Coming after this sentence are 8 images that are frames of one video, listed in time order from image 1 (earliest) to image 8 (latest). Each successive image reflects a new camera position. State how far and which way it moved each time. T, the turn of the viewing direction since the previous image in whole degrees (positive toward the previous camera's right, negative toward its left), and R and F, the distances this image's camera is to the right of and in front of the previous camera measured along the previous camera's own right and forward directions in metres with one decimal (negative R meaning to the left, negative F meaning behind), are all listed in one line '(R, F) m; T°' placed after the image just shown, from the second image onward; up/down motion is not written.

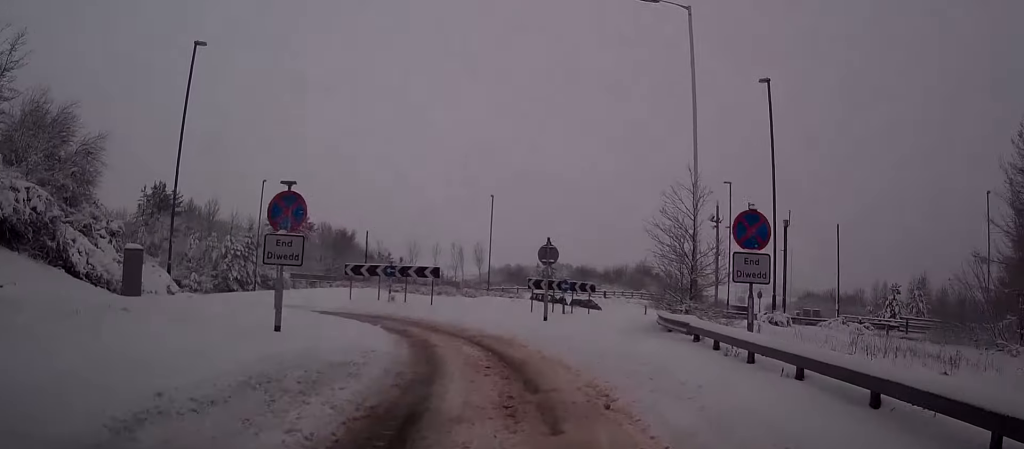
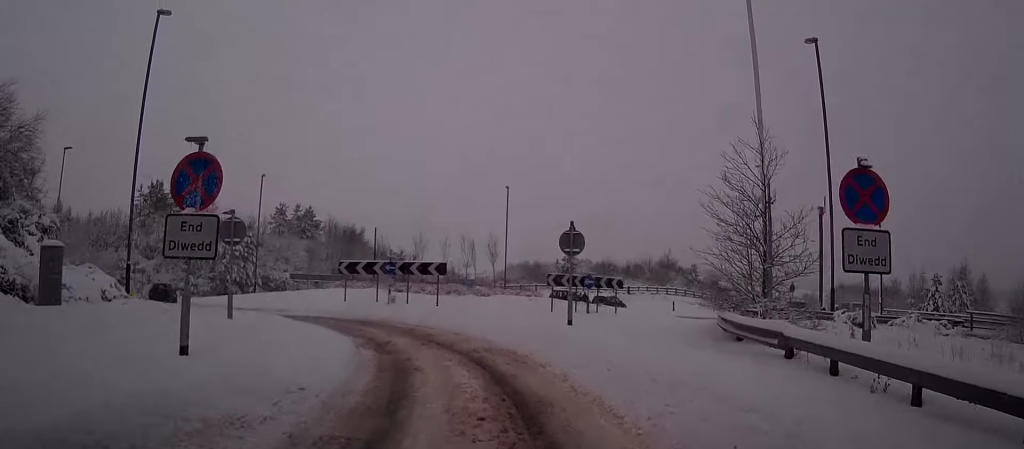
(0.0, +5.1) m; -1°
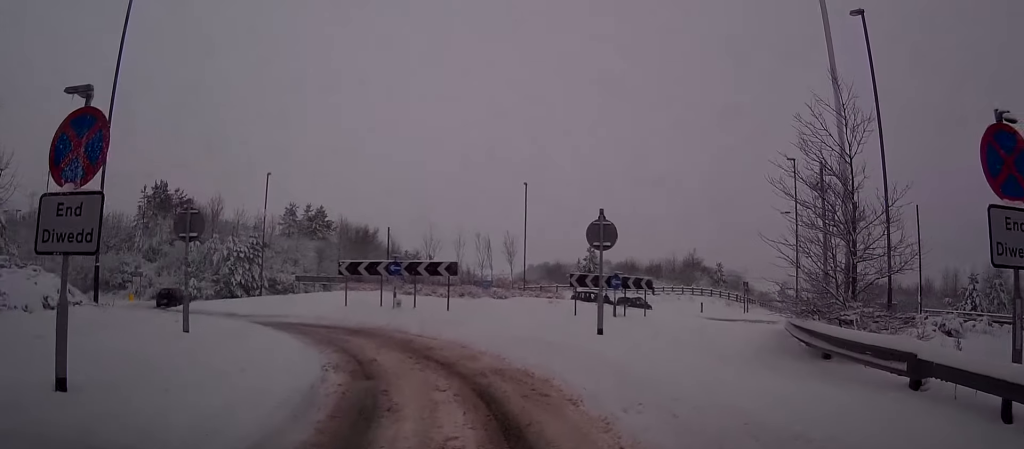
(-0.1, +3.4) m; -3°
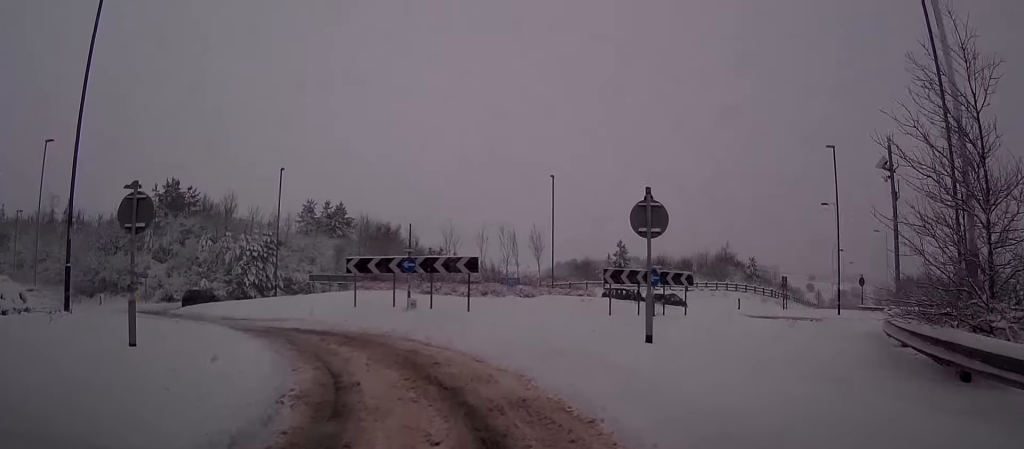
(0.0, +3.3) m; -3°
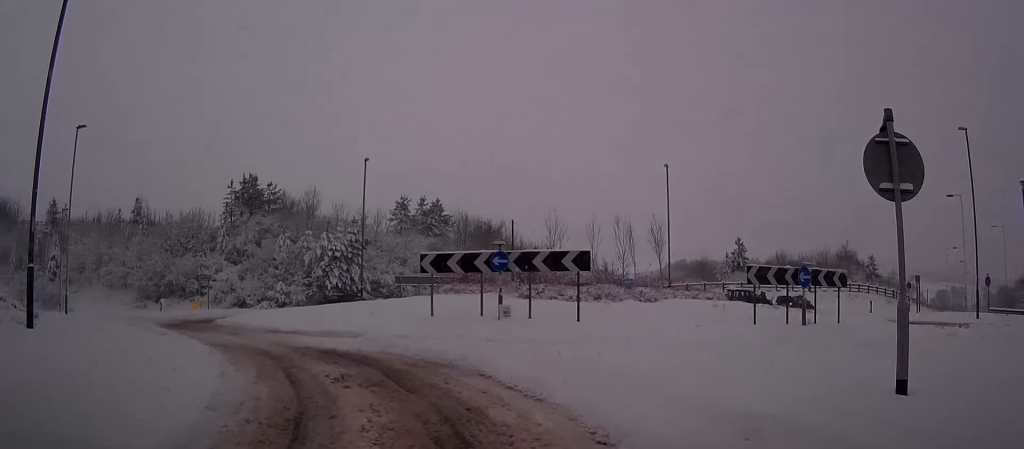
(-0.6, +6.5) m; -11°
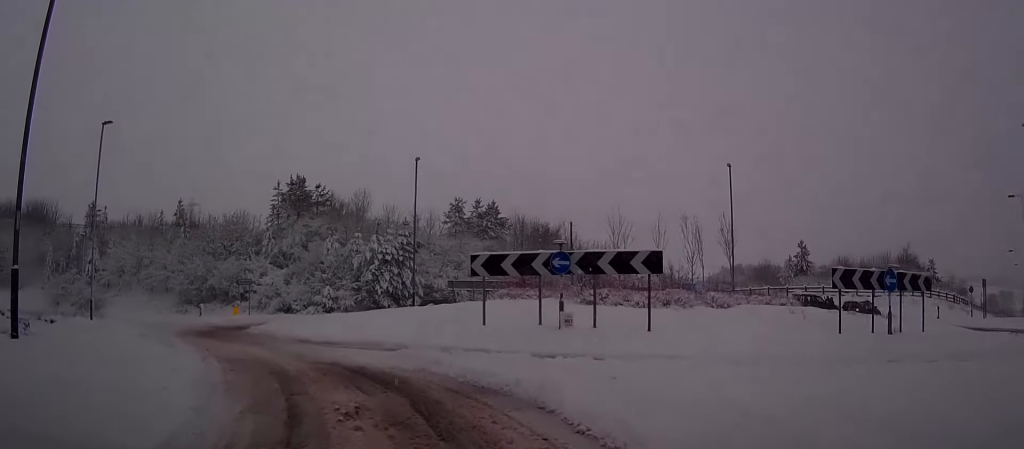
(-0.1, +2.7) m; -6°
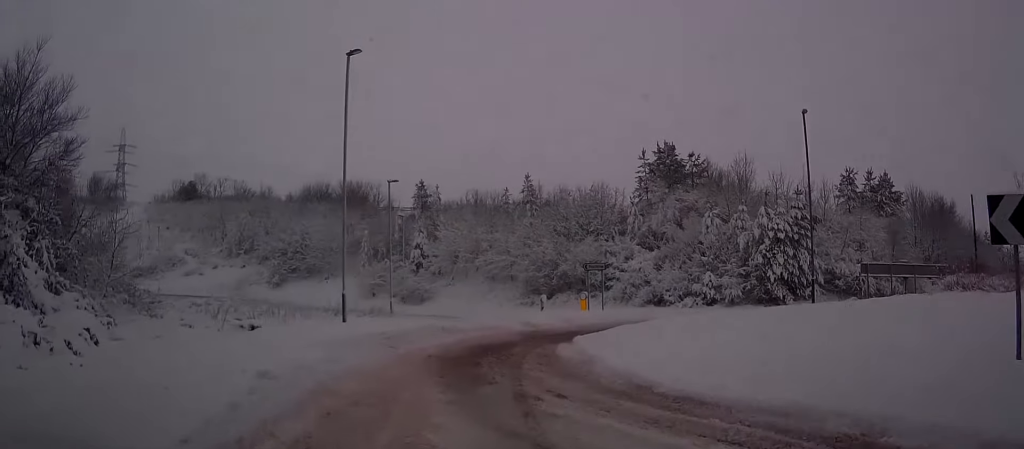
(-2.4, +11.6) m; -21°
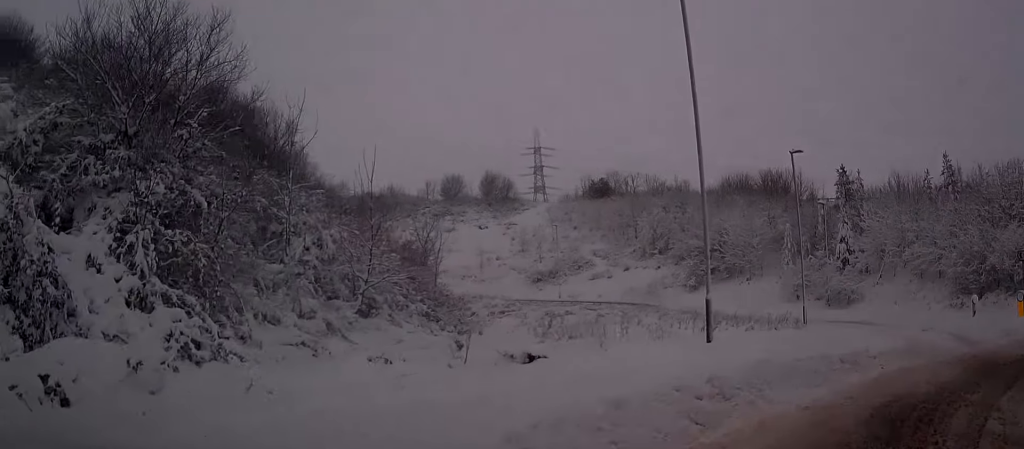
(-1.0, +8.5) m; -8°
